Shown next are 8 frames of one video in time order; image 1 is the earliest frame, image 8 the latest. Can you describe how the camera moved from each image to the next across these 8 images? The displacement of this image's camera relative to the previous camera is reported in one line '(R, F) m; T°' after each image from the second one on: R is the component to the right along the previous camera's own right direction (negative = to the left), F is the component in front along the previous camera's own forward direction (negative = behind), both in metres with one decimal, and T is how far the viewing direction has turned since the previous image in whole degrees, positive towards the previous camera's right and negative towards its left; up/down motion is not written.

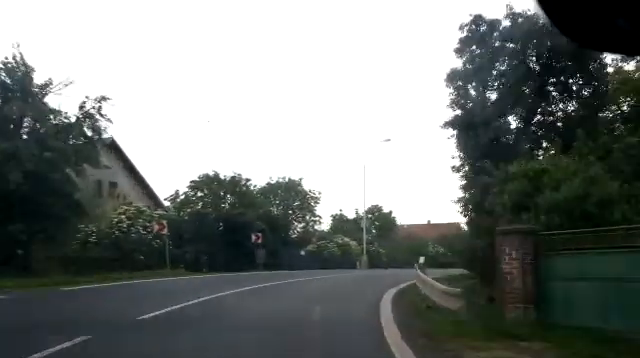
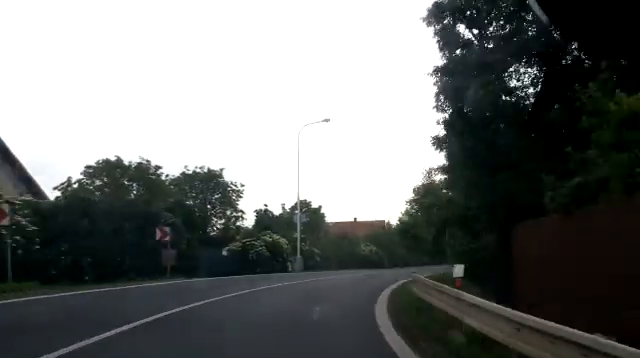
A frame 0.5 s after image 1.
(+0.3, +6.2) m; +10°
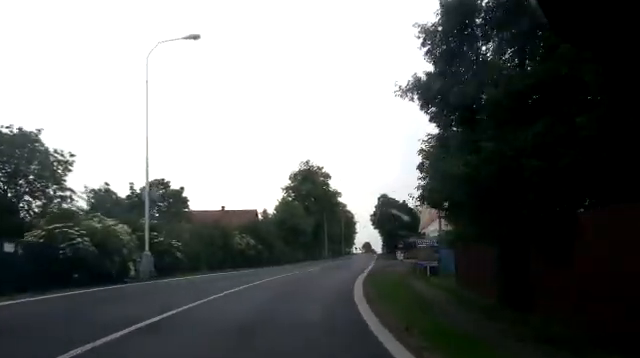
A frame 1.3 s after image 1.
(+1.4, +11.2) m; +9°
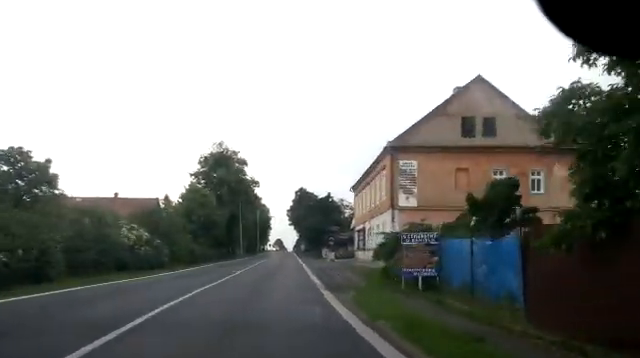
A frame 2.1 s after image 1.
(+0.6, +10.7) m; +4°
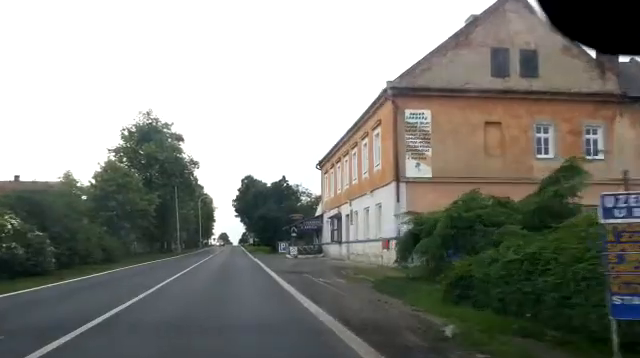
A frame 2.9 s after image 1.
(+0.4, +12.1) m; +3°
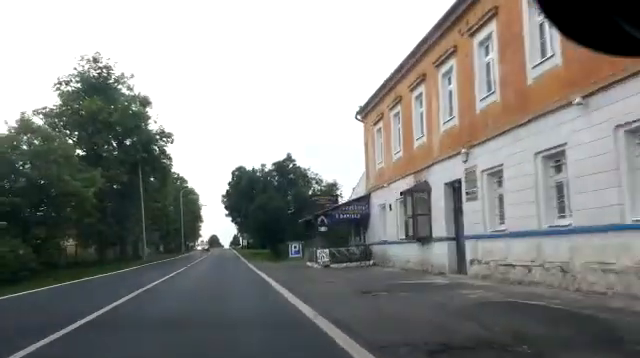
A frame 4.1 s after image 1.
(+0.6, +17.8) m; +3°
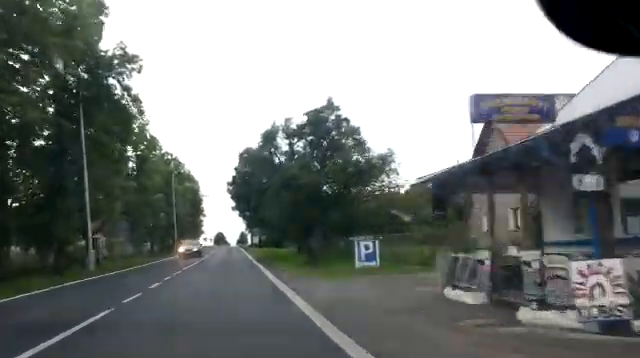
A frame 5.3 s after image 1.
(+0.4, +19.2) m; +2°
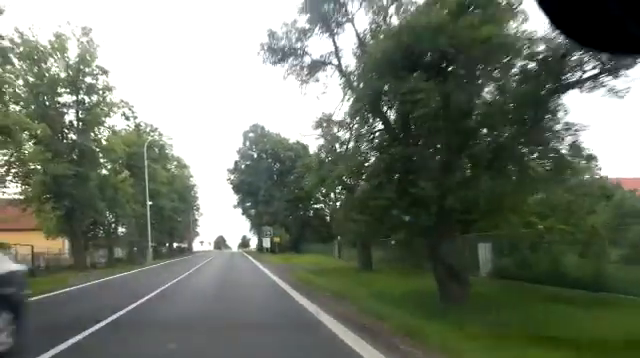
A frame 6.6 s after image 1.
(+0.2, +21.3) m; 0°
